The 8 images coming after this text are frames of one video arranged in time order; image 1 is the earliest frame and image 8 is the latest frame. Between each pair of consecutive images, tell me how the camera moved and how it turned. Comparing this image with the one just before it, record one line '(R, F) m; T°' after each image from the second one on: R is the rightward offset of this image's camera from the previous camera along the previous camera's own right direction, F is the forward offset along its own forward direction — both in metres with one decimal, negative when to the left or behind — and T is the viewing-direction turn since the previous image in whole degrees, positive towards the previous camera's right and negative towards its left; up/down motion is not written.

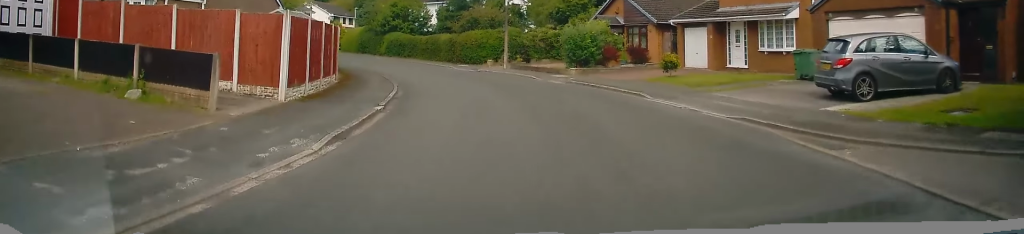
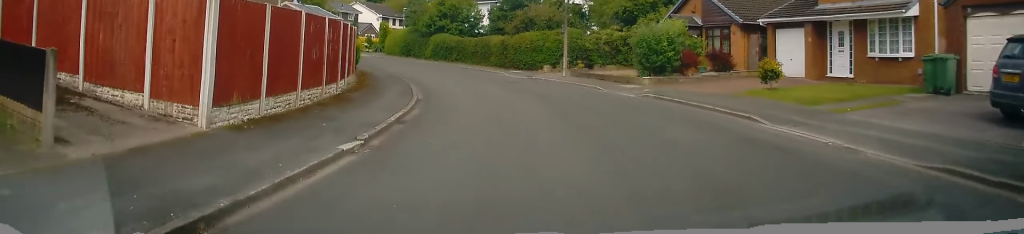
(-0.7, +5.1) m; -7°
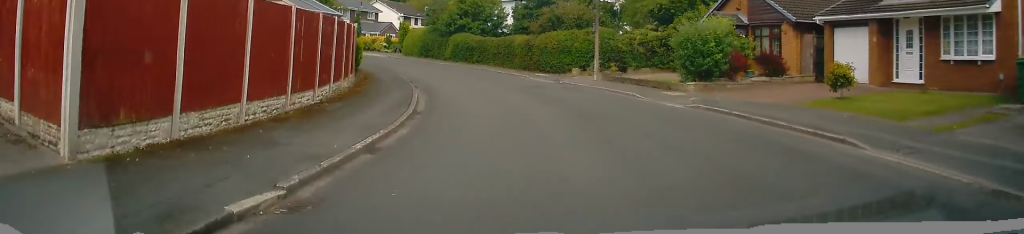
(-0.1, +3.2) m; -4°
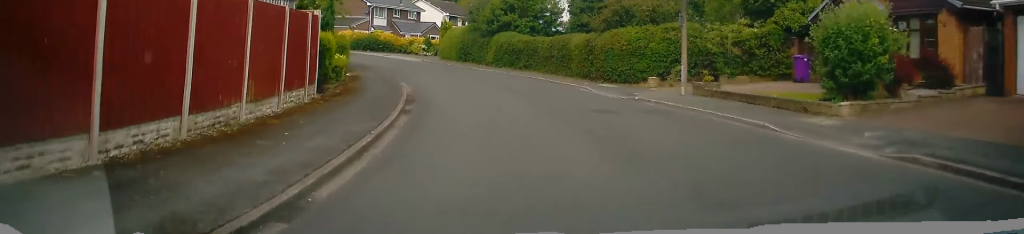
(-0.4, +7.7) m; -6°
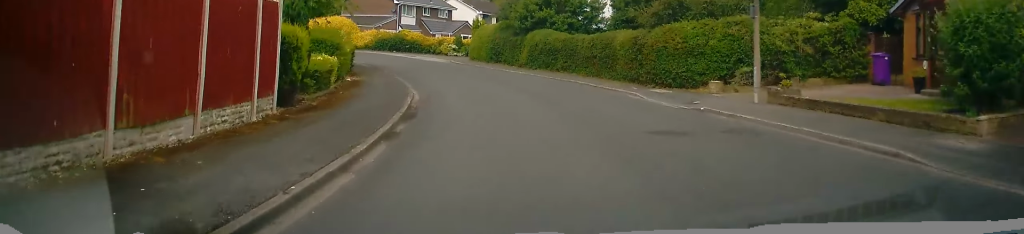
(-0.3, +3.7) m; -1°
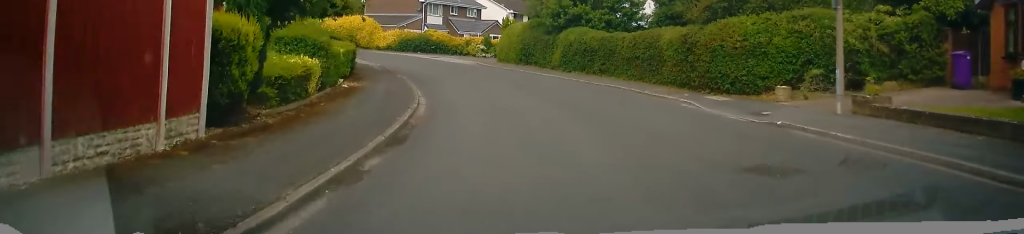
(+0.2, +3.2) m; -3°
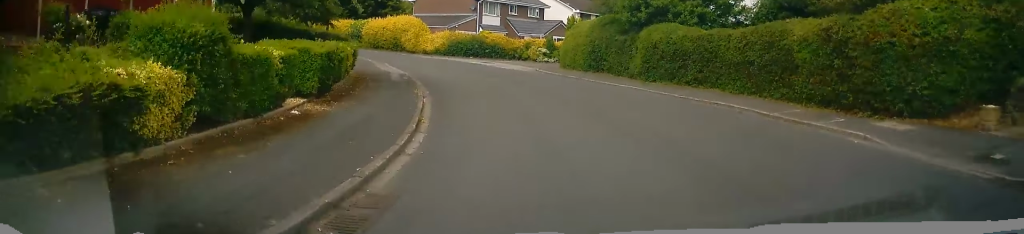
(-0.2, +6.4) m; -6°
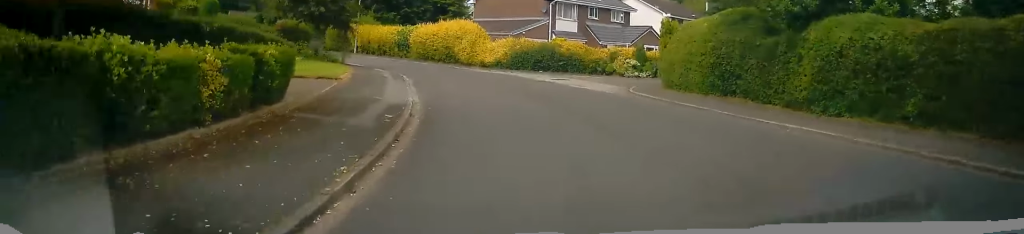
(-0.9, +9.0) m; -9°
